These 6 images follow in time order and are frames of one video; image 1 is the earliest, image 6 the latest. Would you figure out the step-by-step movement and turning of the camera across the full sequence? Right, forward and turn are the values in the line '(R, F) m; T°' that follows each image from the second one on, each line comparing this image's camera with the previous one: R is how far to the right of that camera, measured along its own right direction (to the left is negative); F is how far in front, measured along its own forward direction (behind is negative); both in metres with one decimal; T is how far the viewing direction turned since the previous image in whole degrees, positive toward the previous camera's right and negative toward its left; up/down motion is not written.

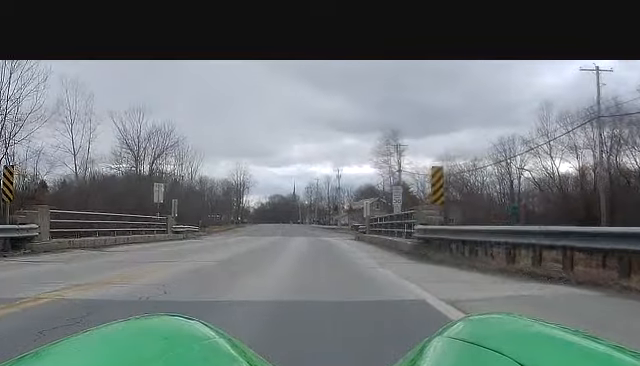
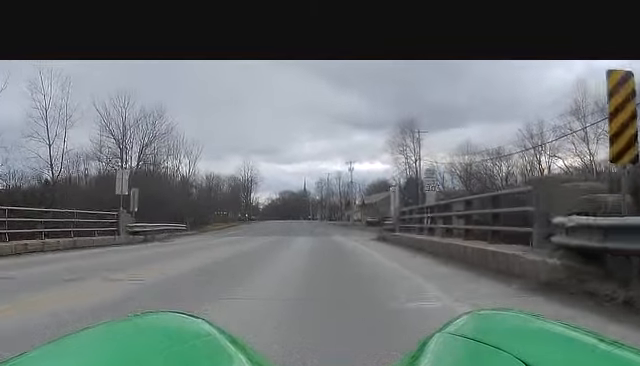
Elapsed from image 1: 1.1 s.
(0.0, +12.4) m; -2°
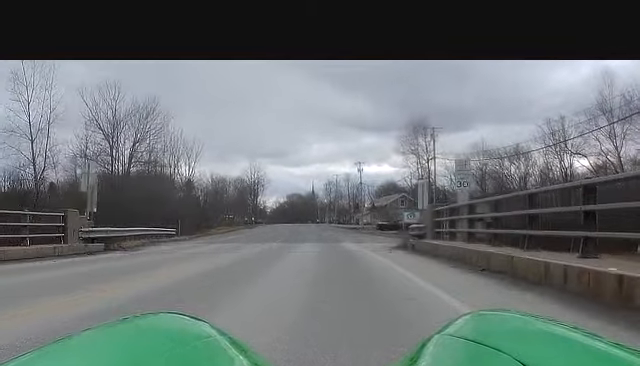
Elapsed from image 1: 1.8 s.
(-0.2, +7.4) m; -1°
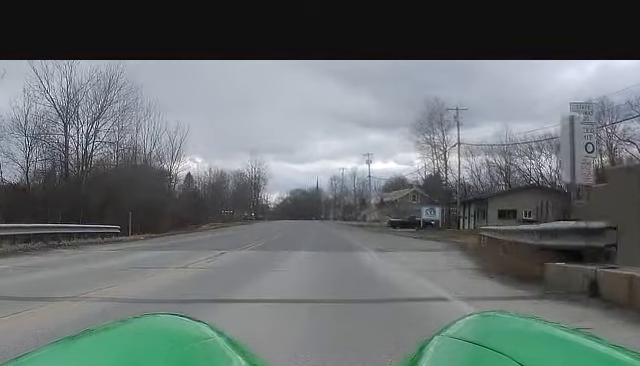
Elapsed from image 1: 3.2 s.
(0.0, +16.2) m; 0°
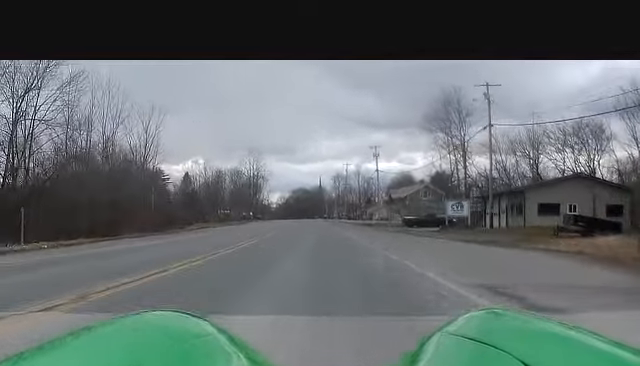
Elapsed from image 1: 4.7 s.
(+0.2, +16.3) m; +2°
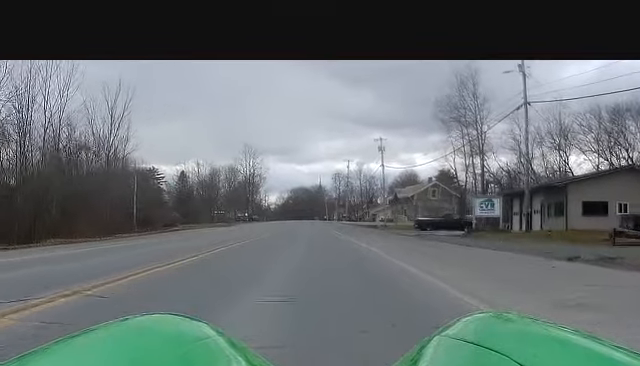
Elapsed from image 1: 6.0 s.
(-0.2, +13.9) m; -2°
